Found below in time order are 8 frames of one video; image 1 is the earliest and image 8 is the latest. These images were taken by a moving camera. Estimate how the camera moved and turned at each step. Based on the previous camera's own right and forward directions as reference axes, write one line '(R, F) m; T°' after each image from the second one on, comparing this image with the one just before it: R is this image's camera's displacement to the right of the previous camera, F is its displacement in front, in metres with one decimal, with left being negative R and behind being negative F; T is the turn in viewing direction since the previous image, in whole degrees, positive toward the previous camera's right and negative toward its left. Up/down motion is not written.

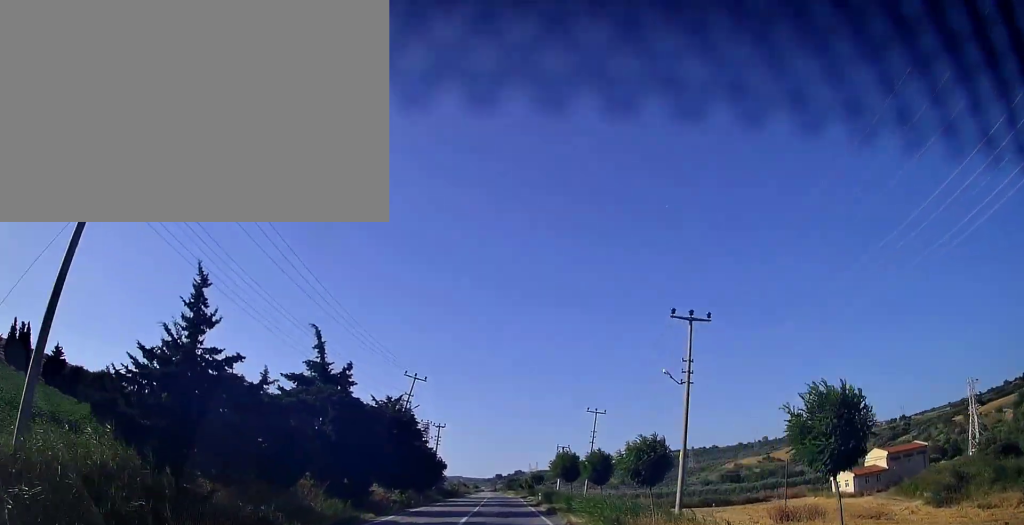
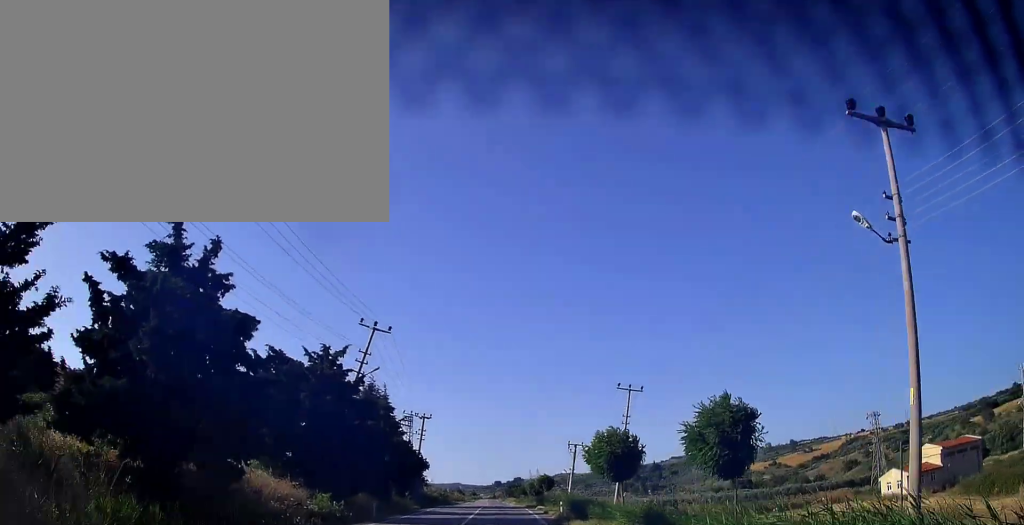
(-0.1, +16.8) m; 0°
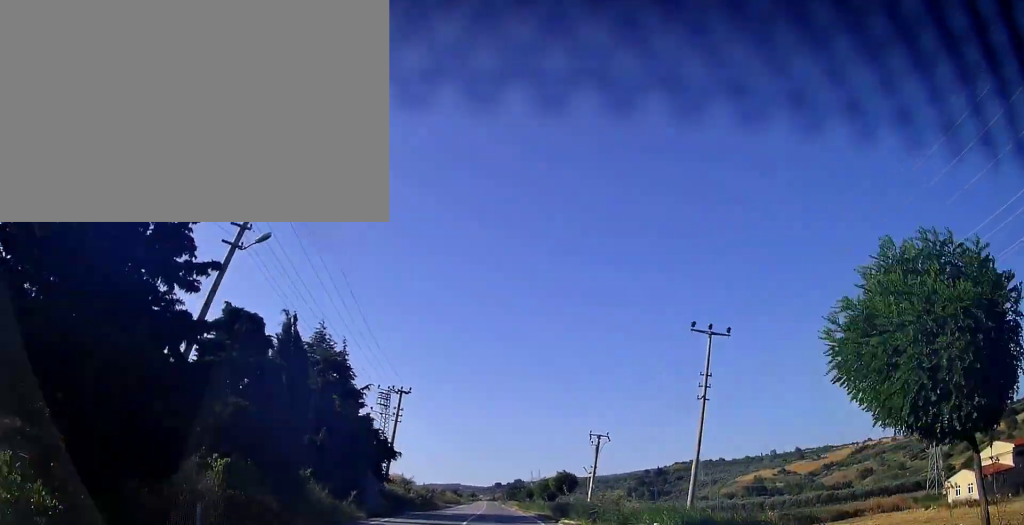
(0.0, +17.1) m; 0°
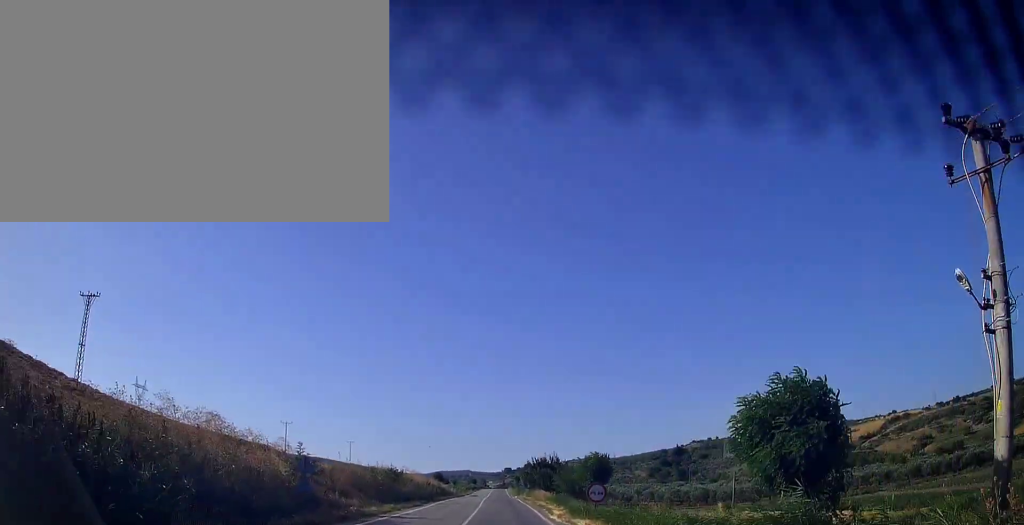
(+0.1, +52.3) m; 0°
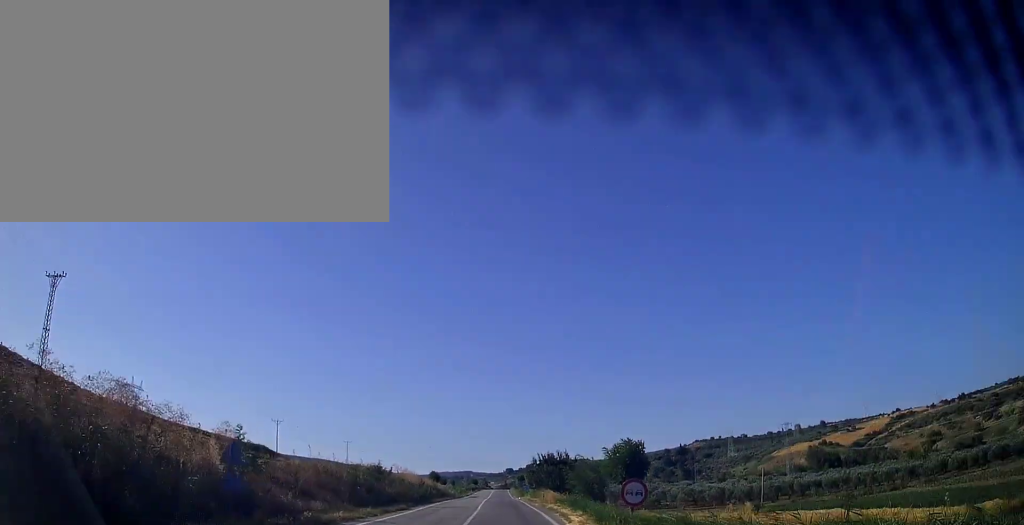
(0.0, +7.7) m; 0°
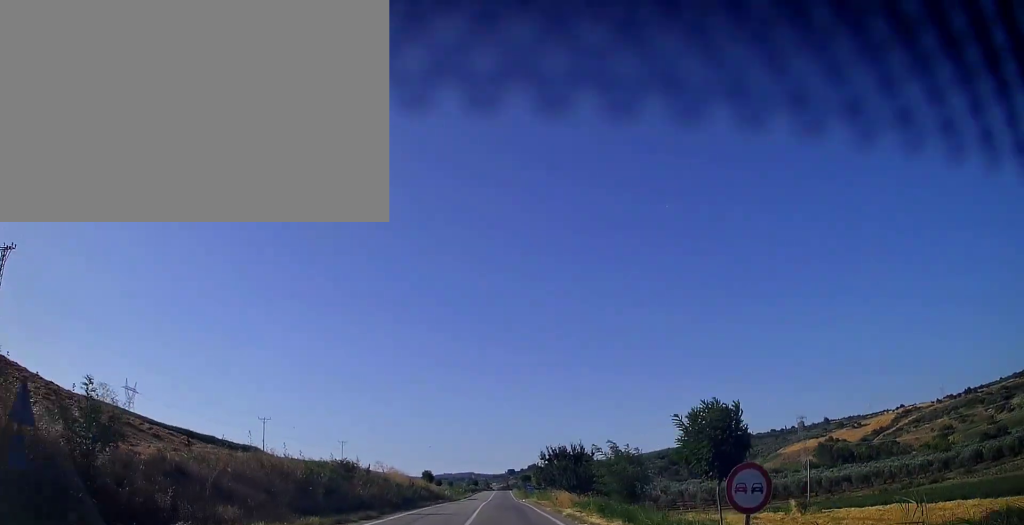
(0.0, +9.0) m; 0°
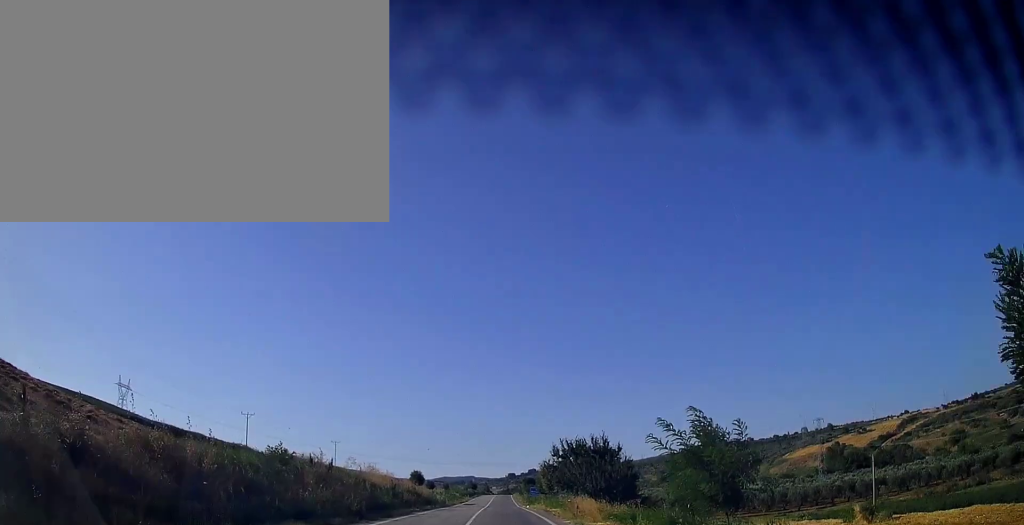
(-0.1, +9.1) m; 0°
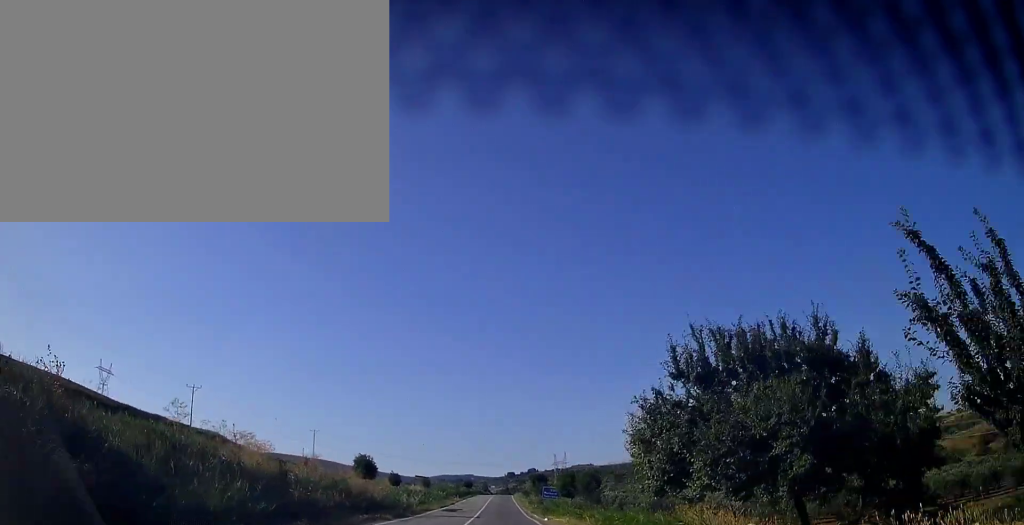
(0.0, +25.1) m; 0°
